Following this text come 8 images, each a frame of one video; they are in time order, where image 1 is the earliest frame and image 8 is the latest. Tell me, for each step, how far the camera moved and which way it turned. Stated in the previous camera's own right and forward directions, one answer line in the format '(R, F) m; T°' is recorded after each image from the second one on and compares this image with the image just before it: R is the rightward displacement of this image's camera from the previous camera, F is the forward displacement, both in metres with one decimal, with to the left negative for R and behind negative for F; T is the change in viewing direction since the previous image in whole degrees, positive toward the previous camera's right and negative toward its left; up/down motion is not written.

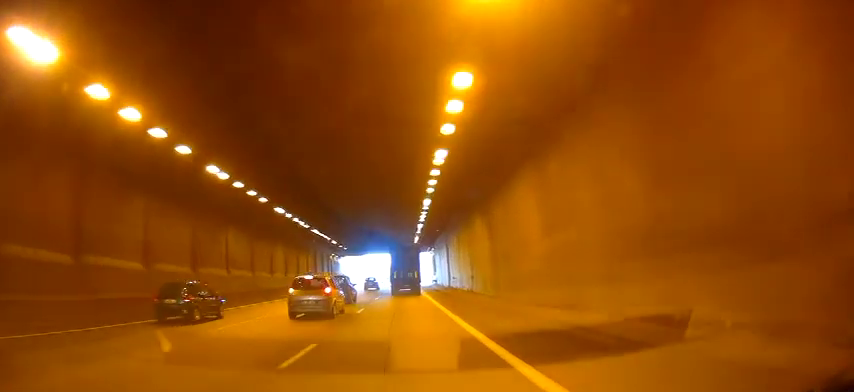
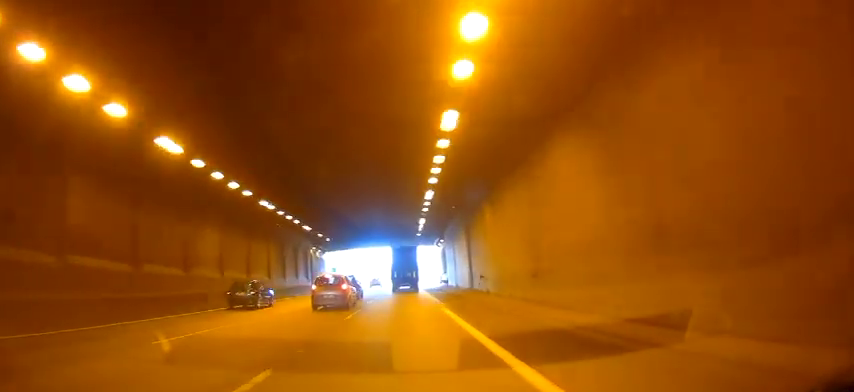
(+0.3, +15.6) m; +1°
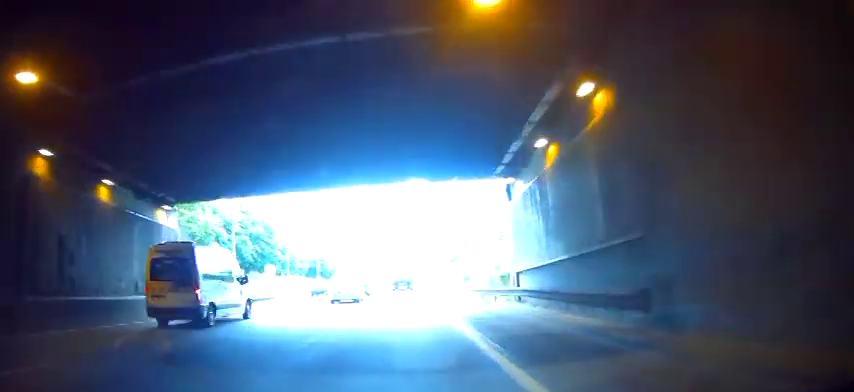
(+1.0, +44.0) m; +3°
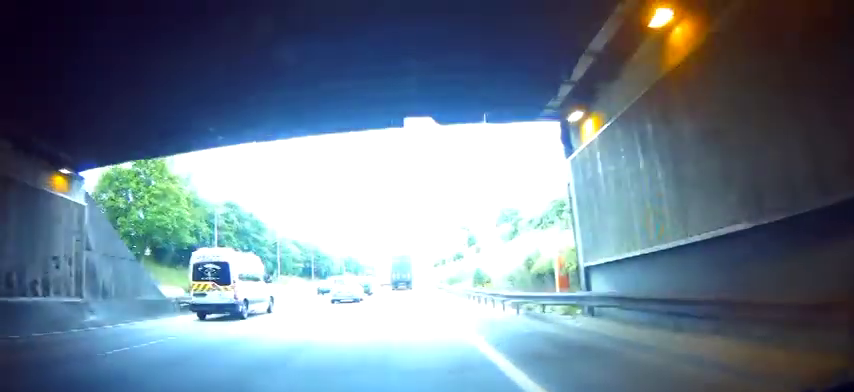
(0.0, +7.7) m; +1°
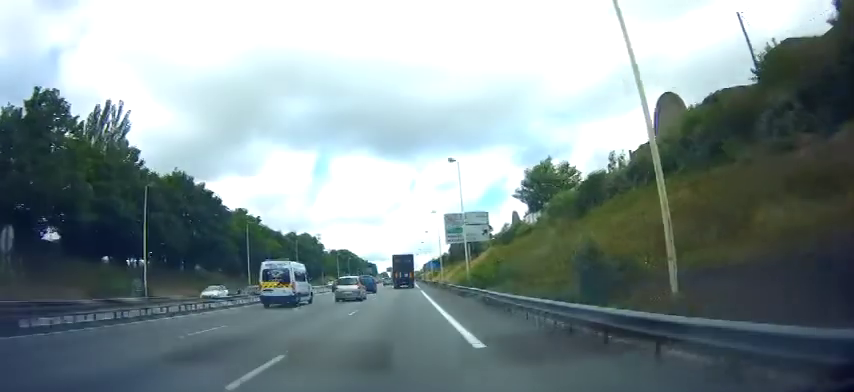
(+0.2, +21.2) m; +4°
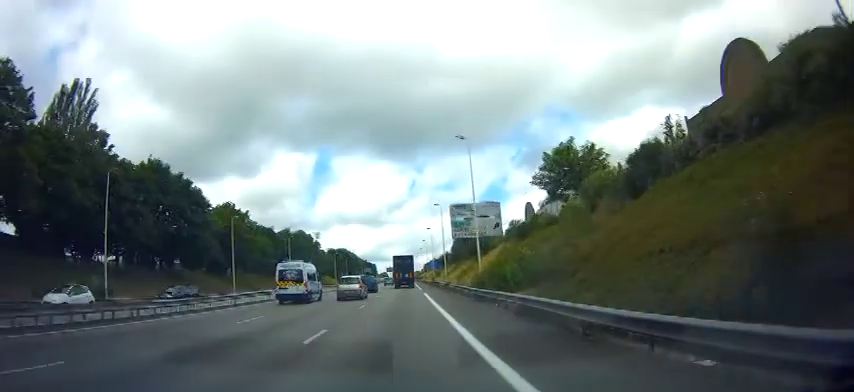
(+0.1, +7.7) m; +2°
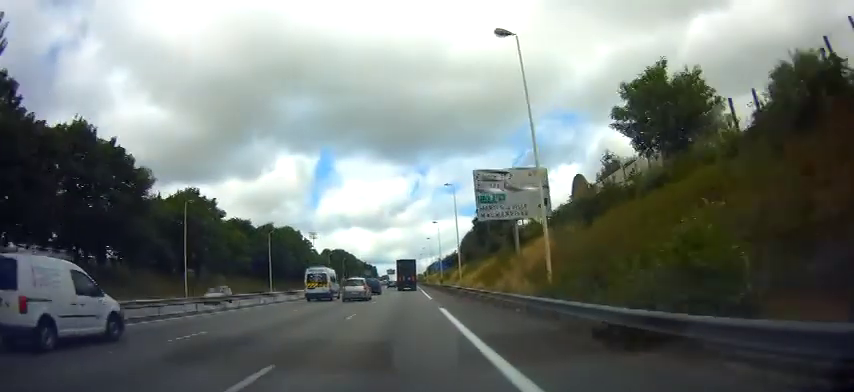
(+0.7, +17.8) m; -4°
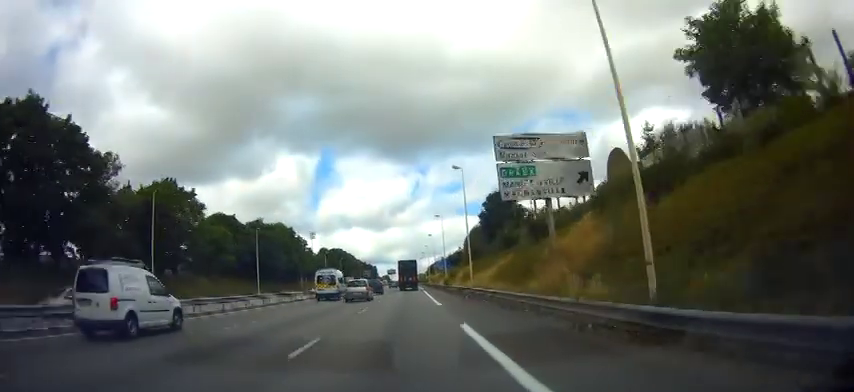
(-0.7, +8.5) m; -3°
